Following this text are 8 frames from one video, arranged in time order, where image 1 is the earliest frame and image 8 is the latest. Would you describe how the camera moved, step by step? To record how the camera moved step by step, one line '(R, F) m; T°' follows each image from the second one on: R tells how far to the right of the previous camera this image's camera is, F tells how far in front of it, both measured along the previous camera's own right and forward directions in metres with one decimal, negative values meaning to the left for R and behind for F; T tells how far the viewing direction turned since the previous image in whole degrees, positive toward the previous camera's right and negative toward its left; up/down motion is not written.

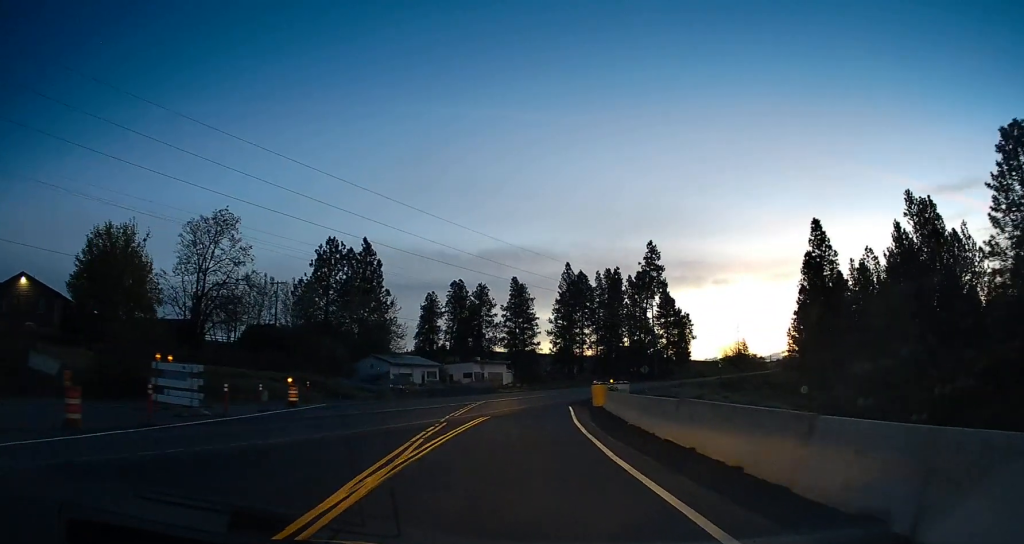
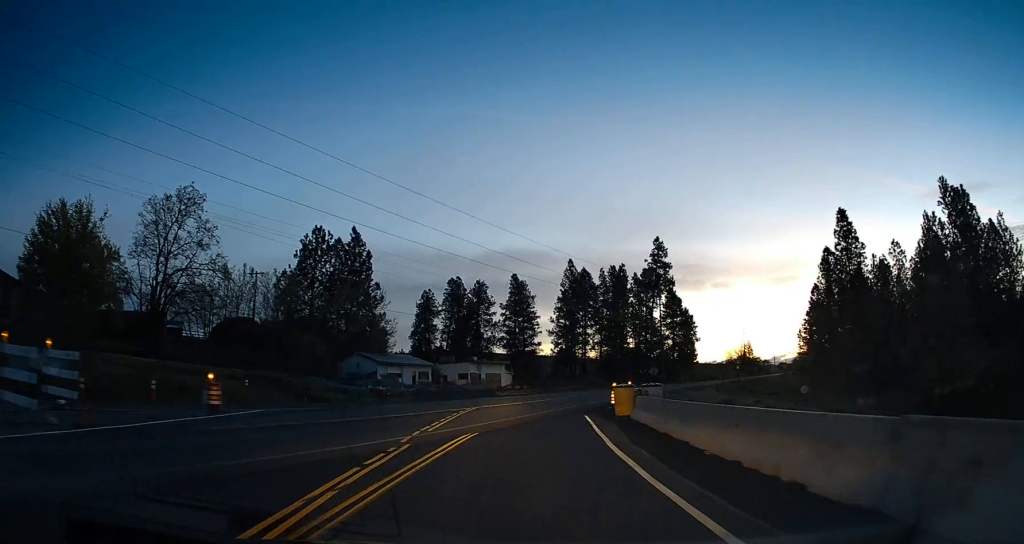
(0.0, +7.5) m; 0°
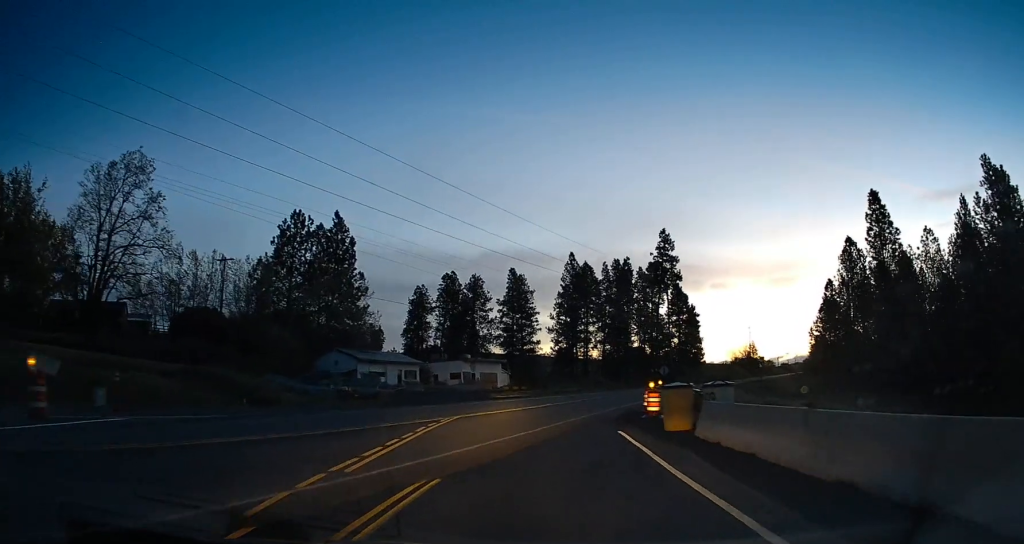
(+0.2, +8.6) m; -1°
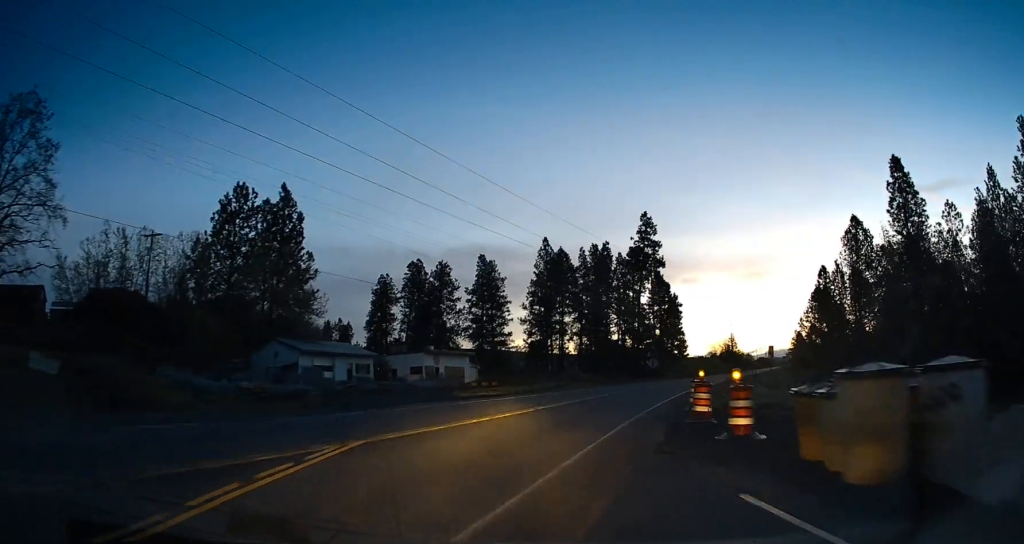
(-0.4, +10.6) m; -1°
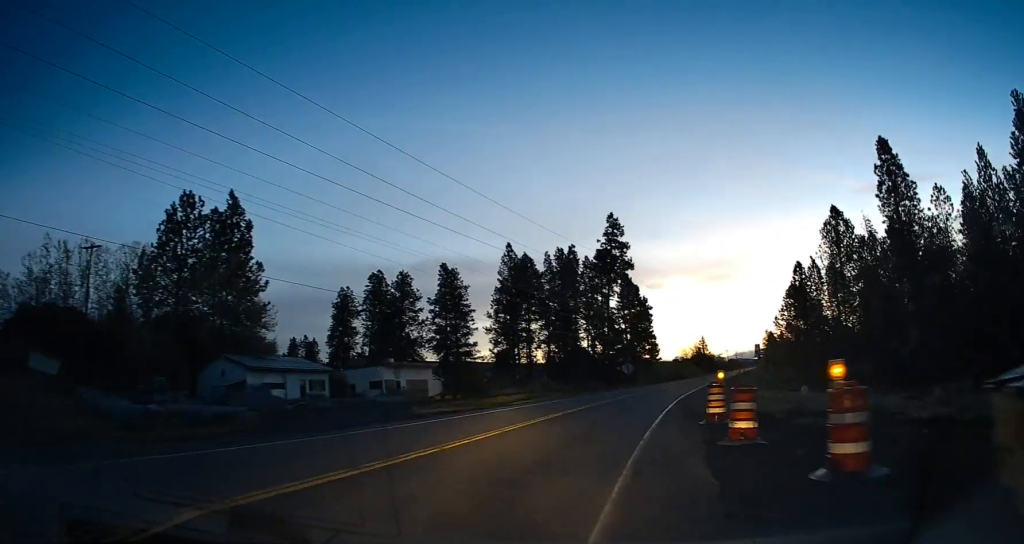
(+0.1, +5.0) m; +2°
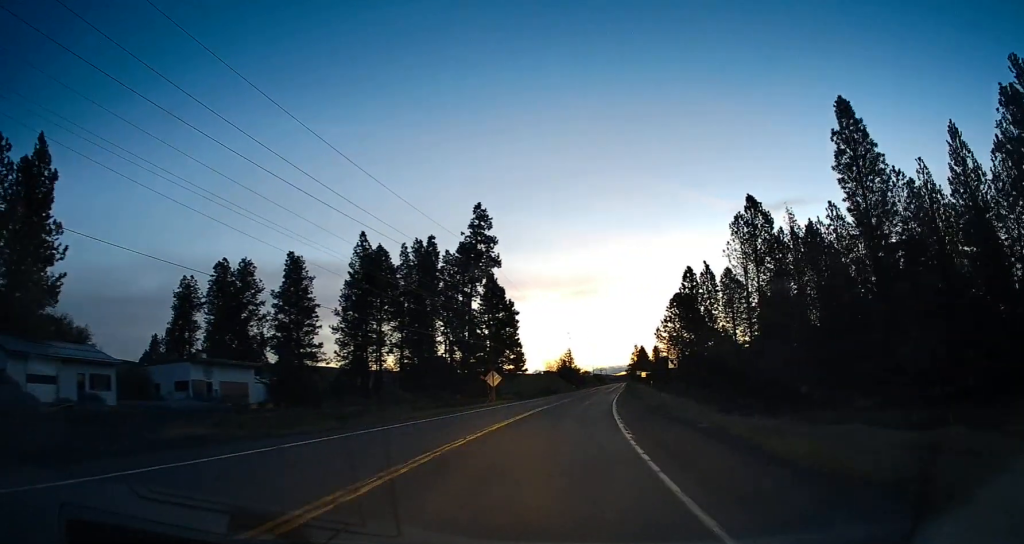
(+0.9, +15.7) m; +6°
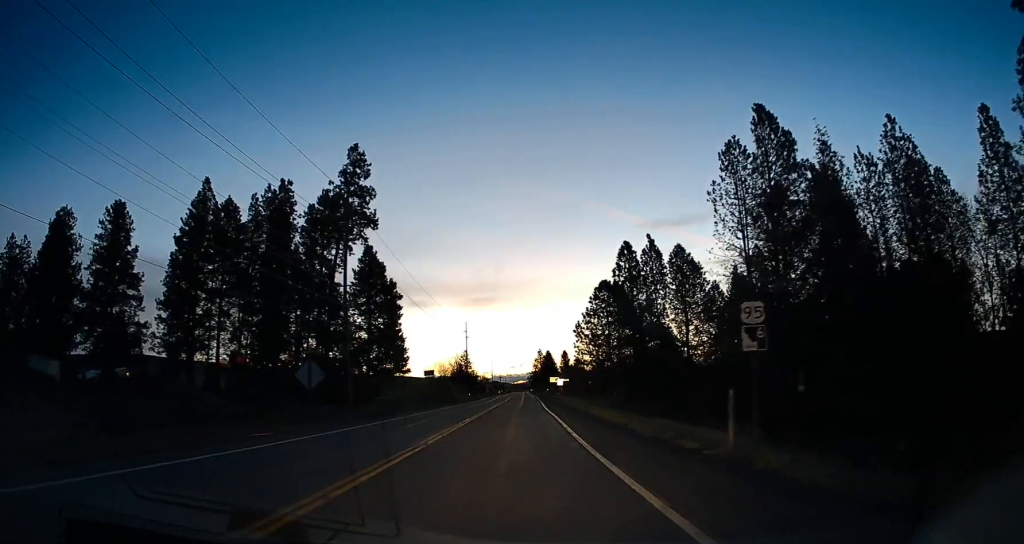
(+4.1, +28.1) m; +19°
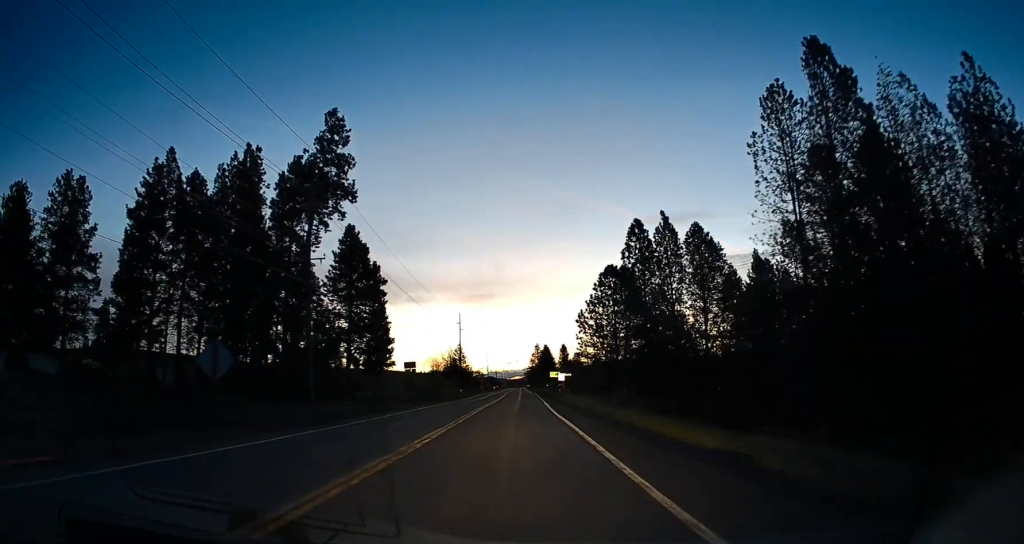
(+0.5, +9.1) m; +3°
